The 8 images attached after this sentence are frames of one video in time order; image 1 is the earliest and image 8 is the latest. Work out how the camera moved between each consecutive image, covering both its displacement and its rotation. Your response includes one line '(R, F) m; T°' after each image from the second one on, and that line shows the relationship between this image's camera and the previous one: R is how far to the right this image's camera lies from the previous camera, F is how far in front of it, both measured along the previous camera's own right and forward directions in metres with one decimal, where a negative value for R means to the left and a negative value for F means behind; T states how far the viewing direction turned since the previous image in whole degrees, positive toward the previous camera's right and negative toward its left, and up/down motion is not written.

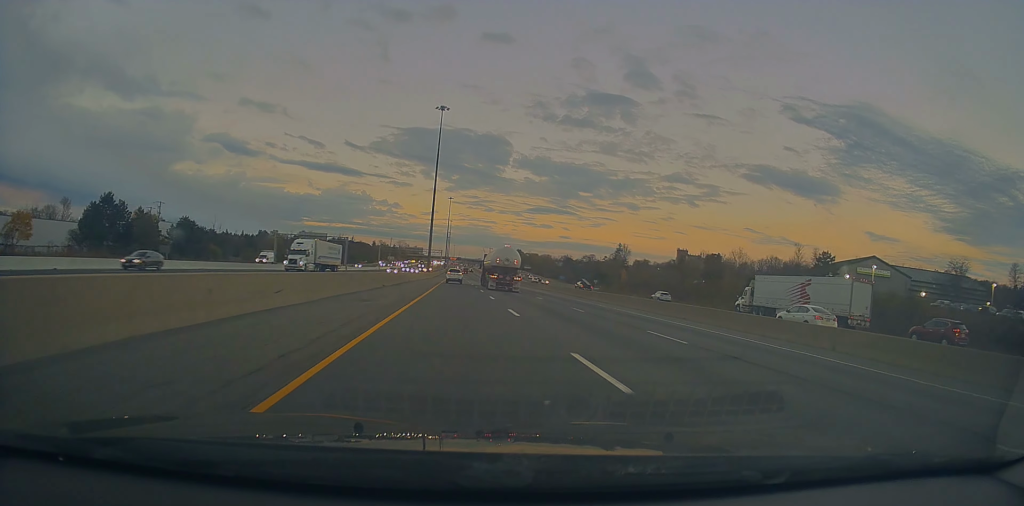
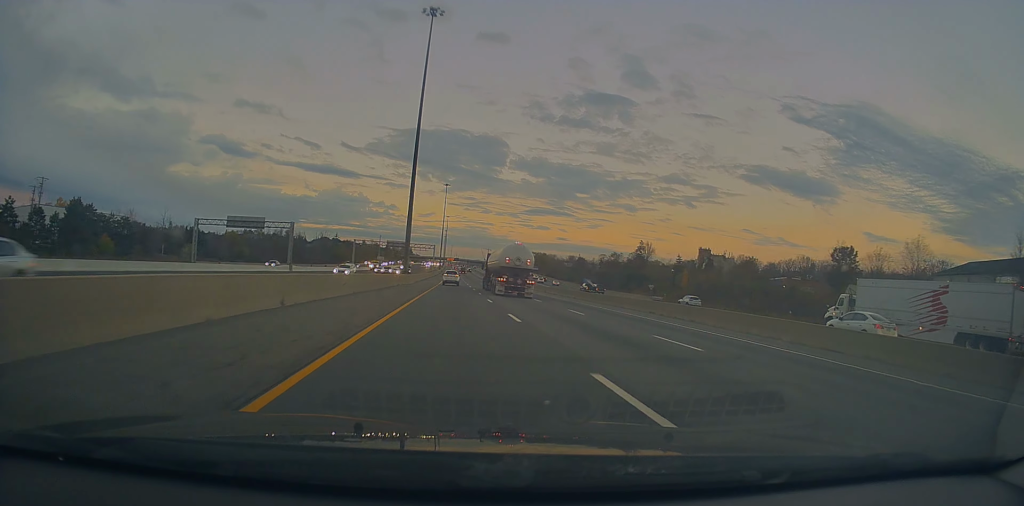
(+0.8, +48.2) m; +1°
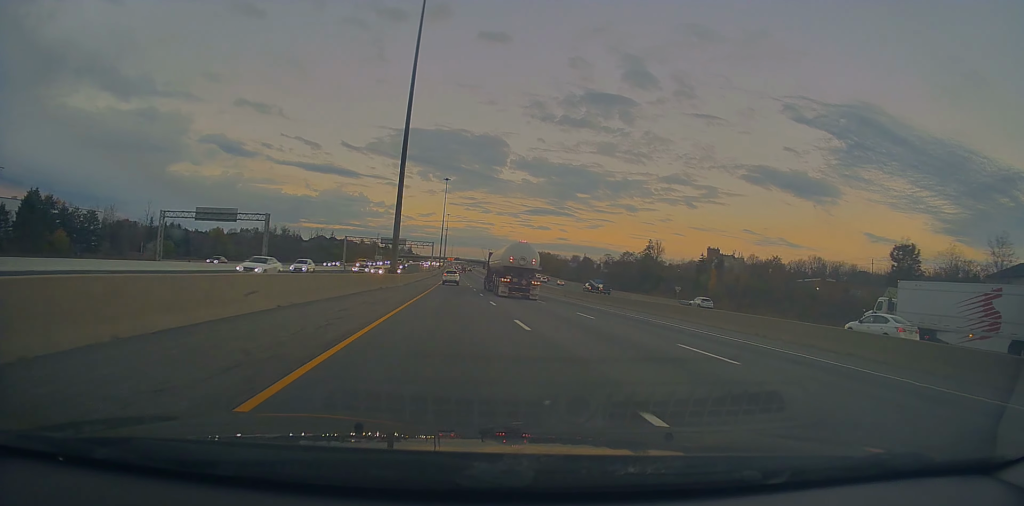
(0.0, +13.9) m; 0°
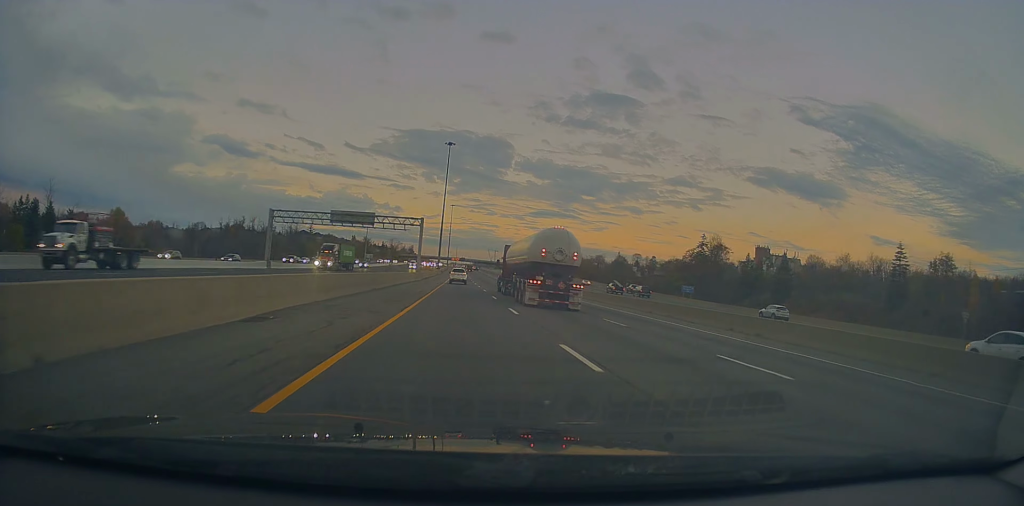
(-0.2, +63.8) m; -1°
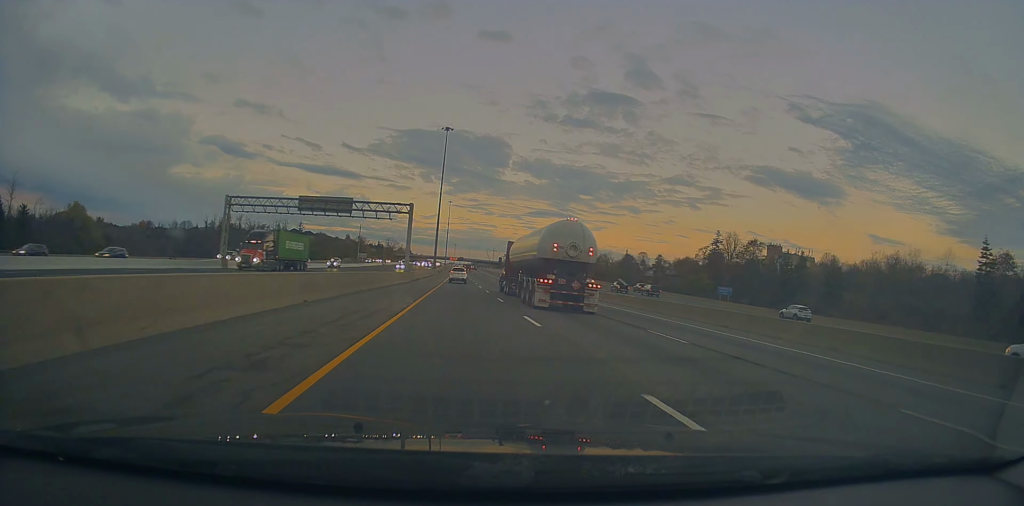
(+0.1, +16.3) m; 0°
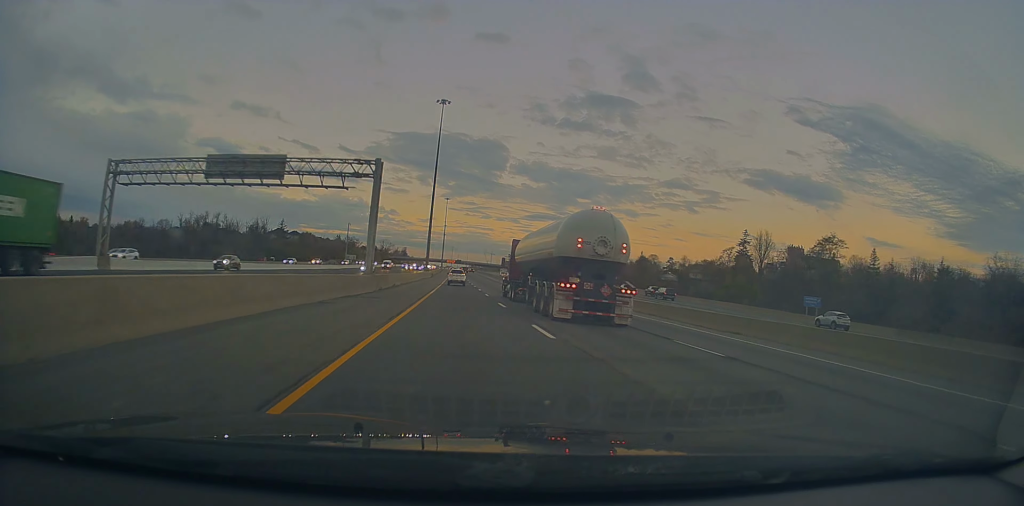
(-0.5, +25.8) m; 0°
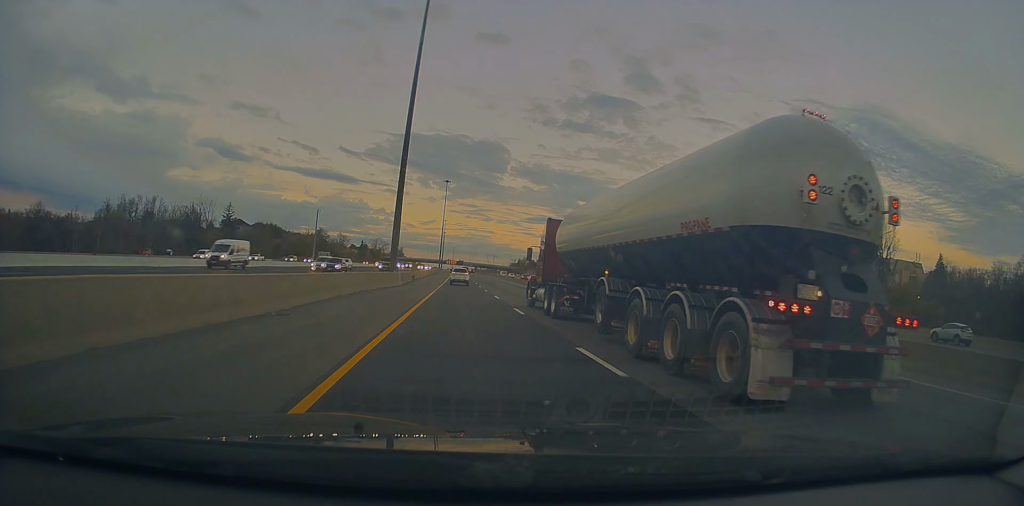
(+0.4, +62.5) m; 0°
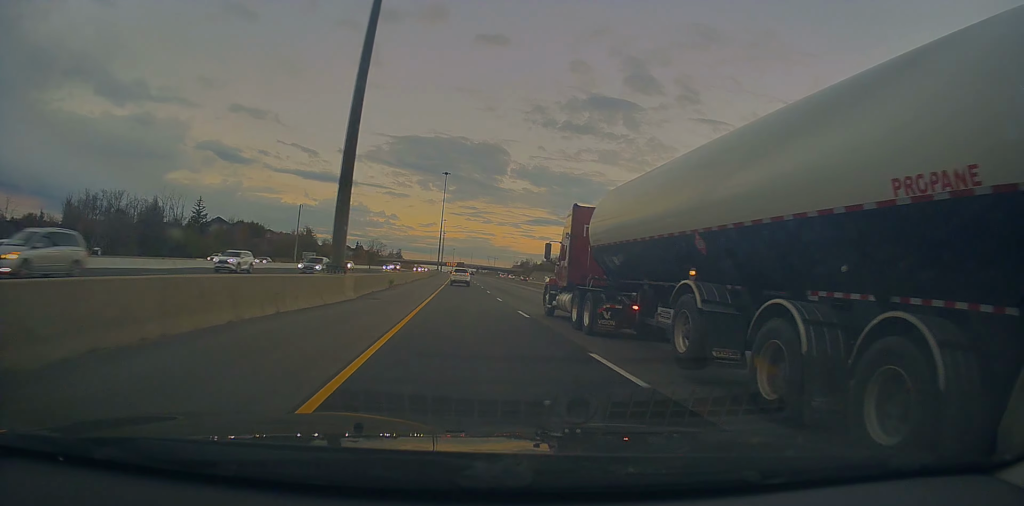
(-0.1, +23.7) m; 0°
